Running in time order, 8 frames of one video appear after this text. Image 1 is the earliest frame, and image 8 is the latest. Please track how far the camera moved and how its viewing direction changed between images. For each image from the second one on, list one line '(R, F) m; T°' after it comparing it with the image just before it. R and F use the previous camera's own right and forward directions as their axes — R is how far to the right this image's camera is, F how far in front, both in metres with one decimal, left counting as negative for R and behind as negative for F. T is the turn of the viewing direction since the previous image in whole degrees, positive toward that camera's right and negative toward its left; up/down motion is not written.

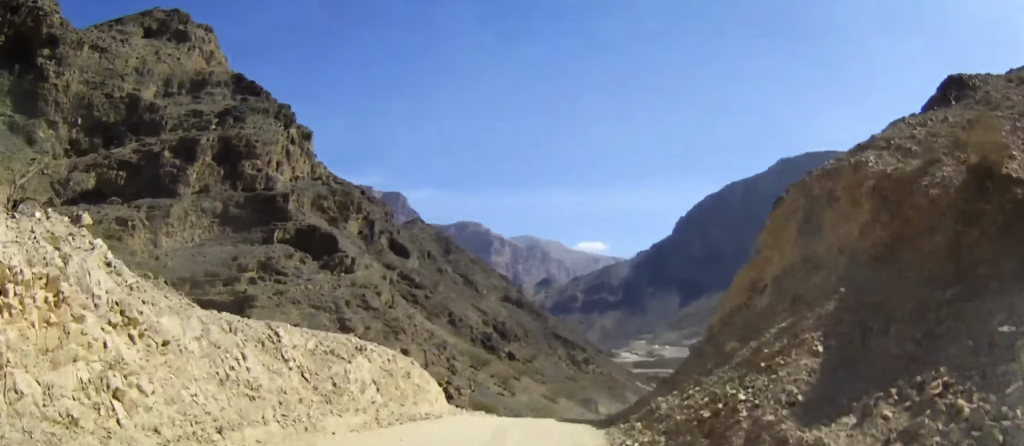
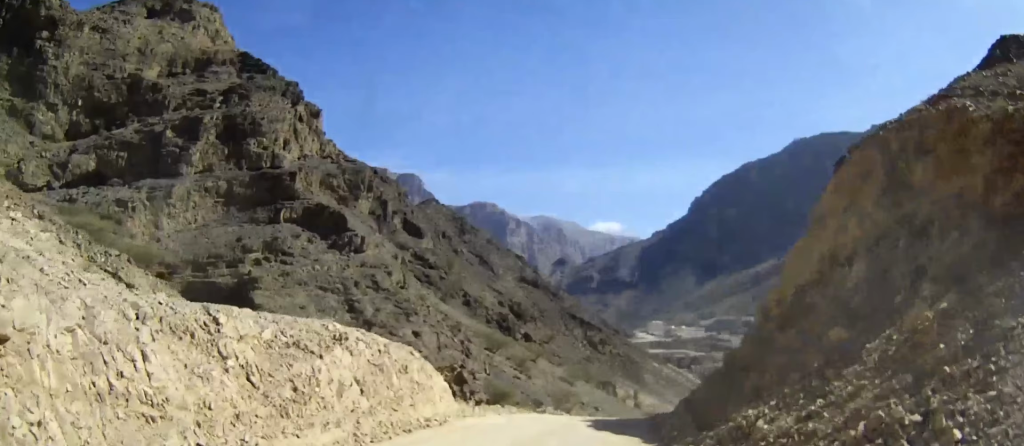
(-0.1, +3.7) m; -1°
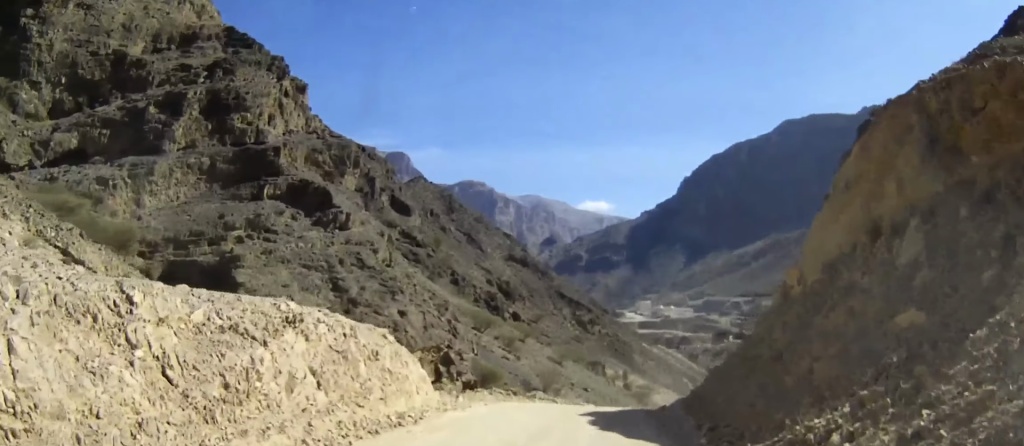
(0.0, +2.2) m; +1°
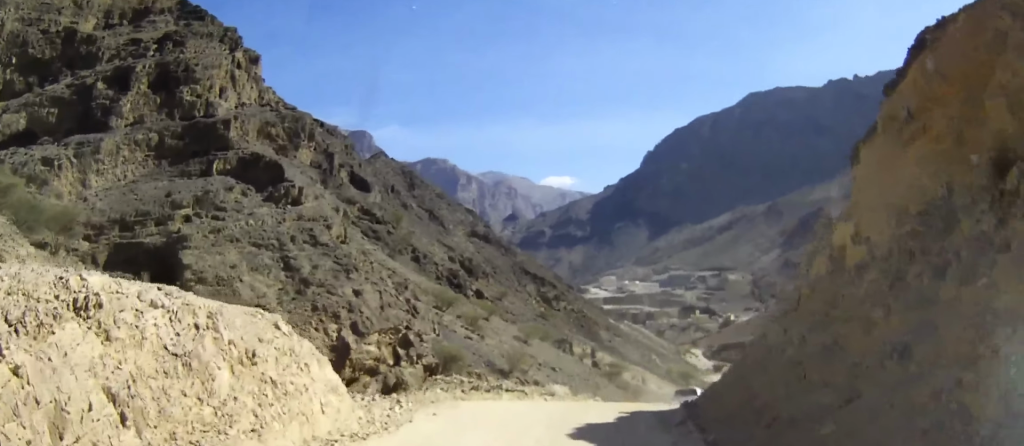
(+0.1, +4.7) m; +3°
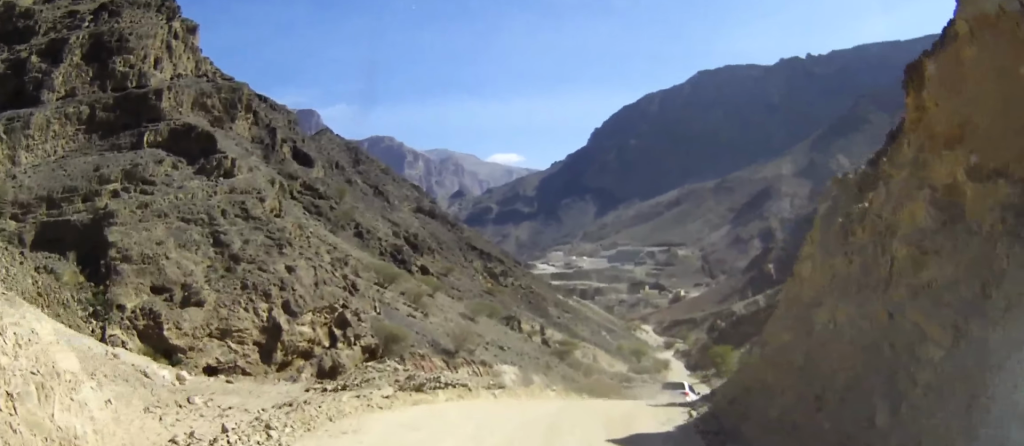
(+0.1, +5.1) m; +3°
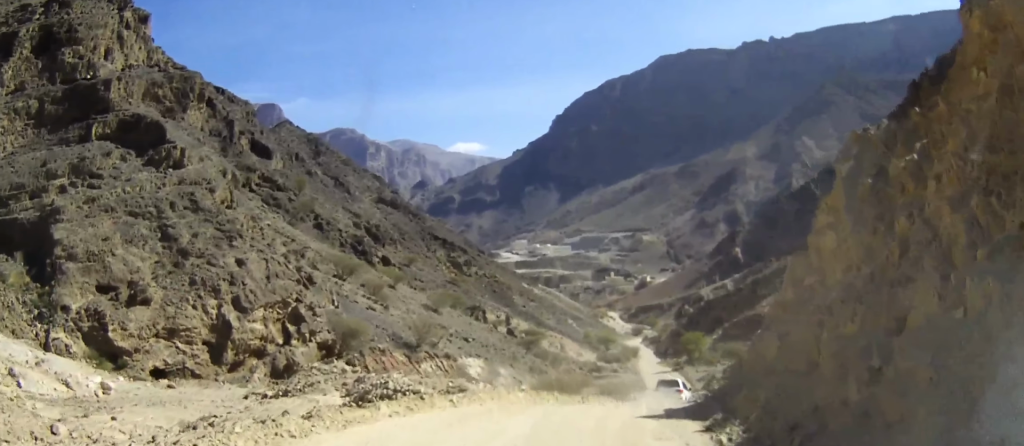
(+0.1, +4.0) m; +3°
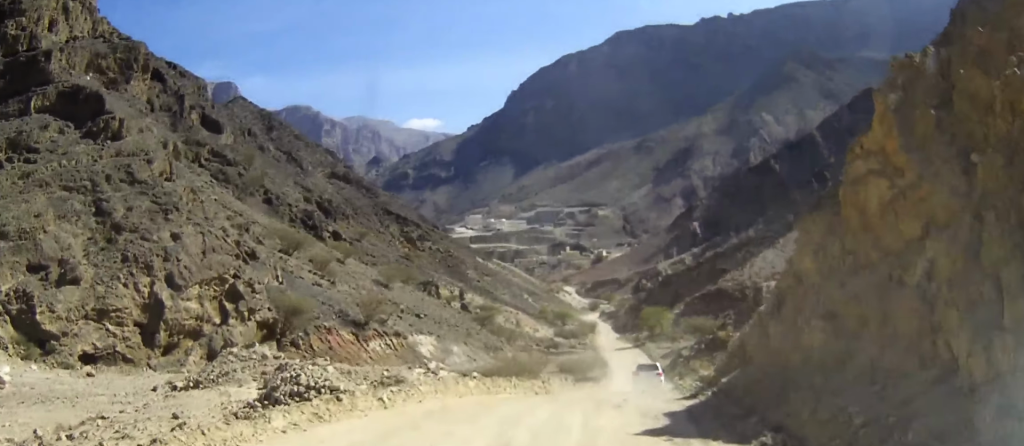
(+0.1, +4.6) m; +4°
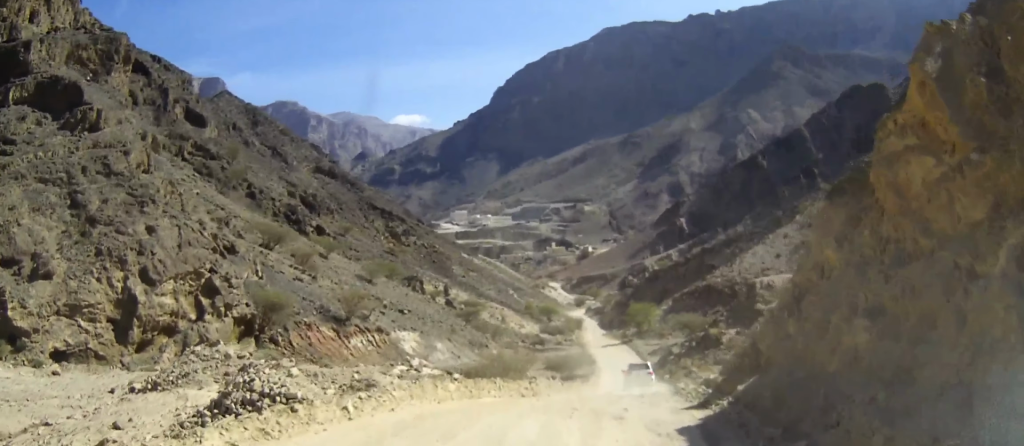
(+0.1, +2.0) m; +3°
